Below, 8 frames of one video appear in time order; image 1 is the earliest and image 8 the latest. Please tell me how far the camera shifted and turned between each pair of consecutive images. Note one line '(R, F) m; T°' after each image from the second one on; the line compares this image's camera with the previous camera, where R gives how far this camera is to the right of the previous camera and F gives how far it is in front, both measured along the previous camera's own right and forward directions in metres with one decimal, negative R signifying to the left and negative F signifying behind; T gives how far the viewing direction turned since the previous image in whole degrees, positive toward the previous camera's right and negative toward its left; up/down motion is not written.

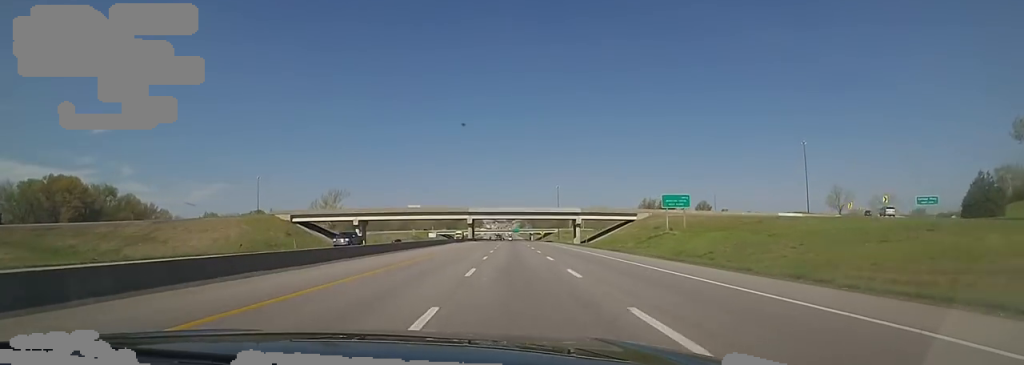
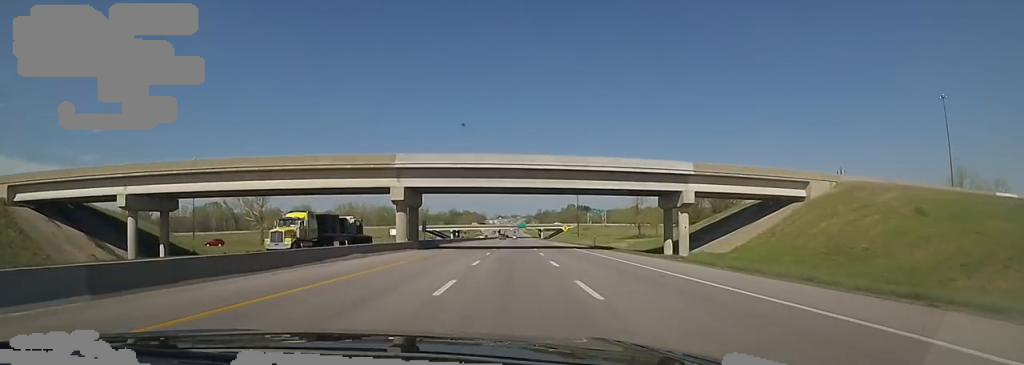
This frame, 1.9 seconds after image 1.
(-2.3, +64.3) m; -2°
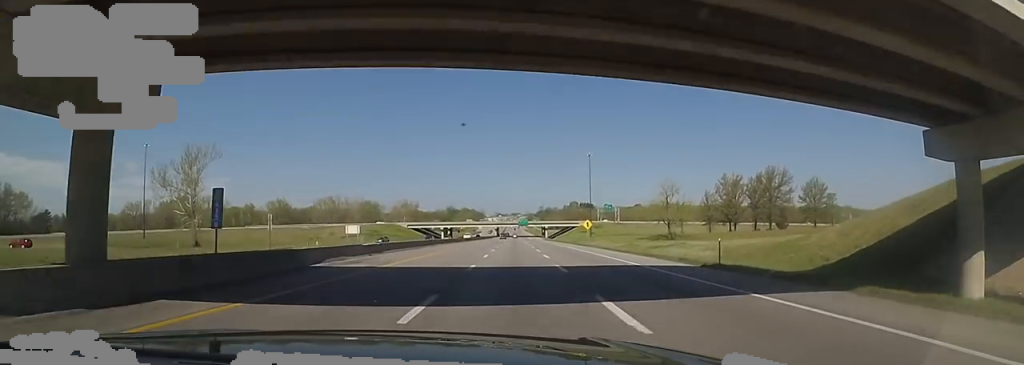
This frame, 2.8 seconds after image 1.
(0.0, +33.0) m; 0°
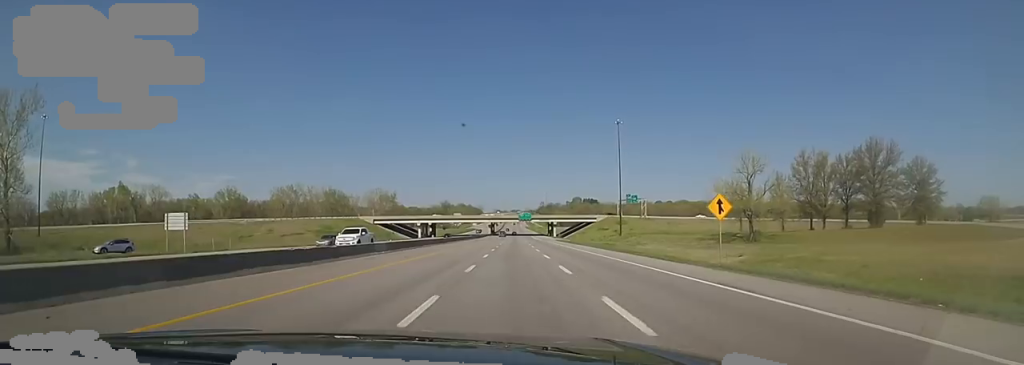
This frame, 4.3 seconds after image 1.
(+1.5, +49.5) m; +3°
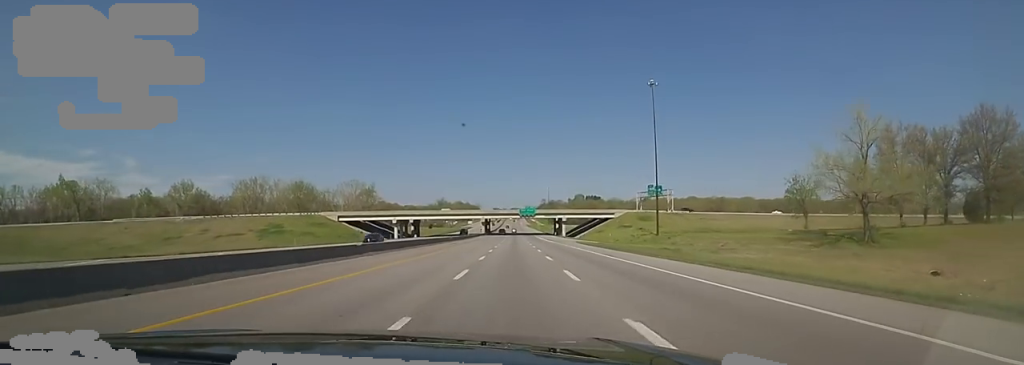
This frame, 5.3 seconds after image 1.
(0.0, +33.7) m; -1°
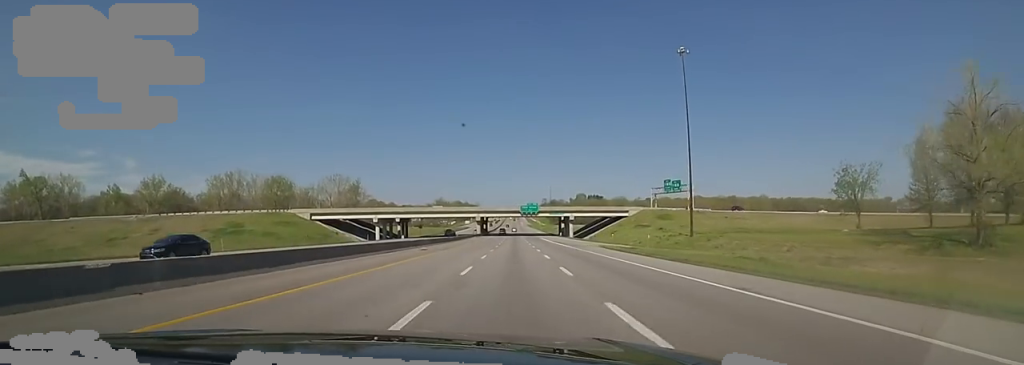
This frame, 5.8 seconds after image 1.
(-0.4, +18.1) m; -1°
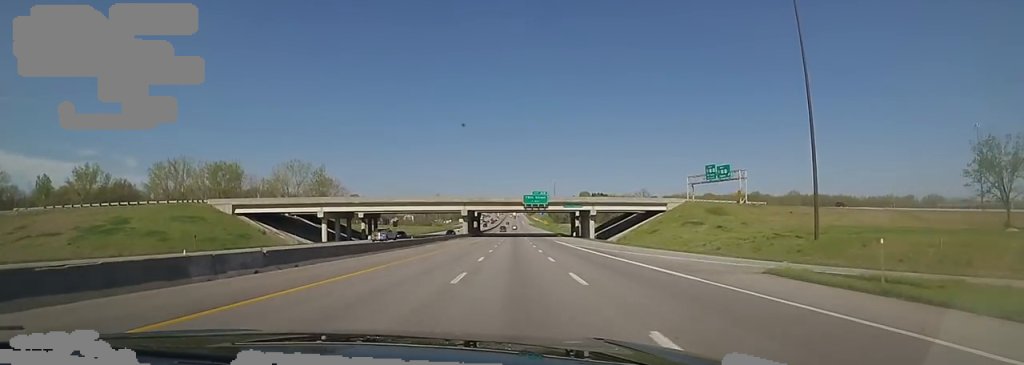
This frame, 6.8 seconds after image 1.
(0.0, +33.0) m; 0°
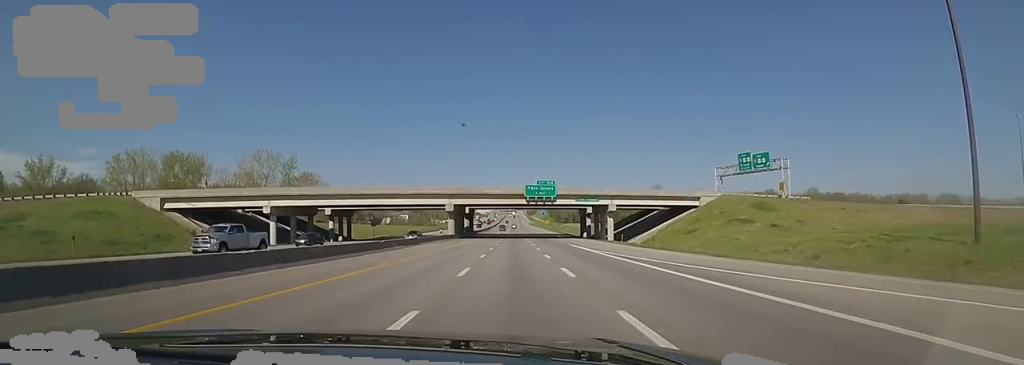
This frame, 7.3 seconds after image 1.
(0.0, +18.2) m; 0°
